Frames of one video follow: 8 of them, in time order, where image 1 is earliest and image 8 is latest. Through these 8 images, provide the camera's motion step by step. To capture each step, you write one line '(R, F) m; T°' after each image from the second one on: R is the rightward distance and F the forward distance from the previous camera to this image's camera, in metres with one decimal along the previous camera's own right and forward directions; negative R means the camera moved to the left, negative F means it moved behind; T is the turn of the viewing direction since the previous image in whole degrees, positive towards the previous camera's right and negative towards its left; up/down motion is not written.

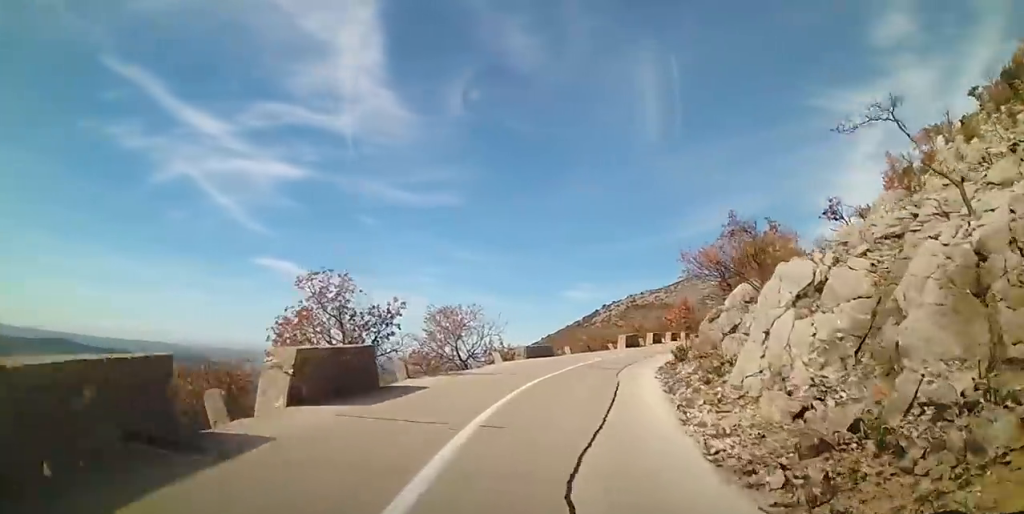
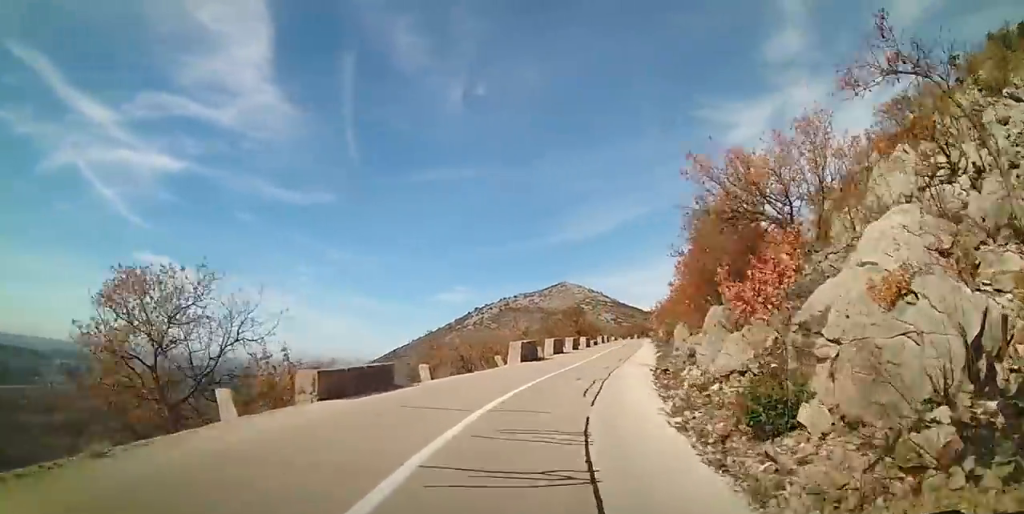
(+1.8, +12.5) m; +15°
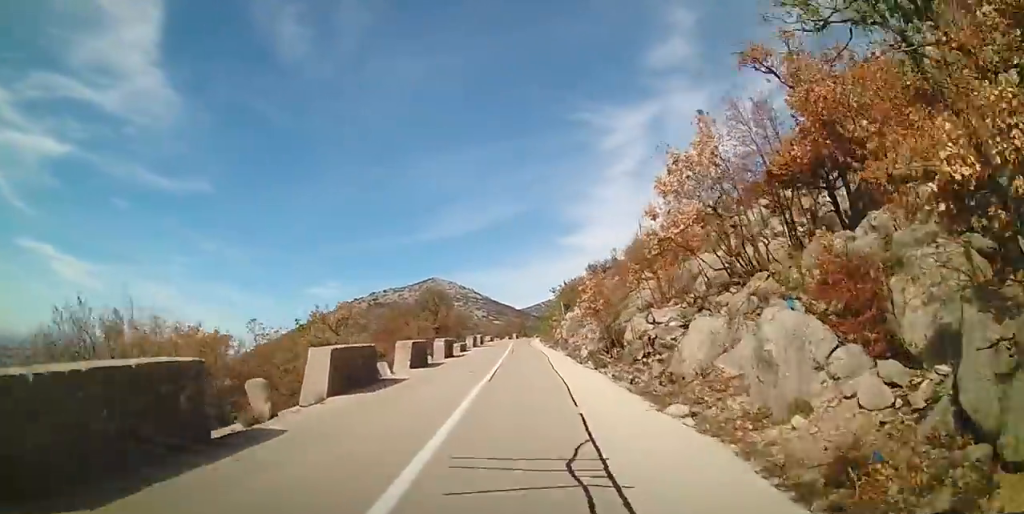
(+2.3, +20.0) m; +7°
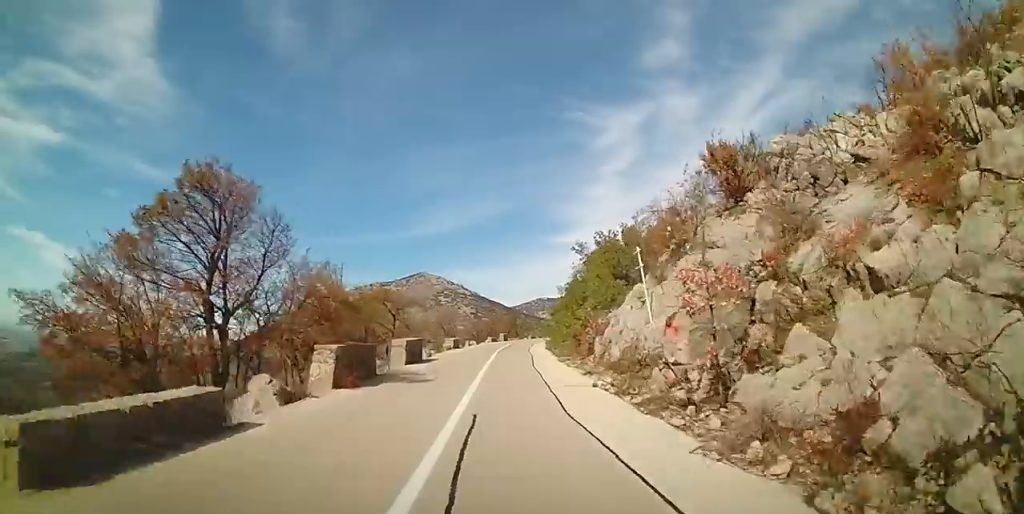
(0.0, +28.4) m; 0°
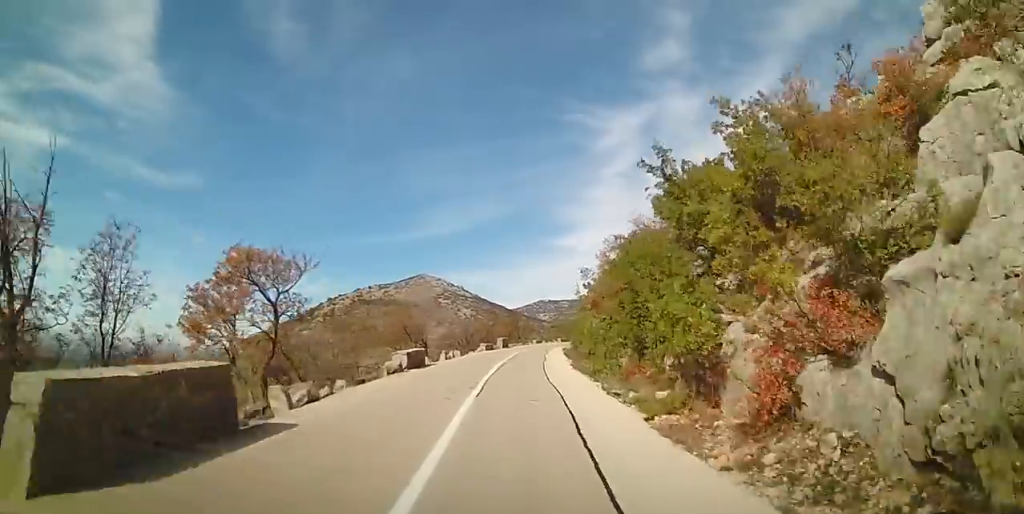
(0.0, +14.6) m; +1°
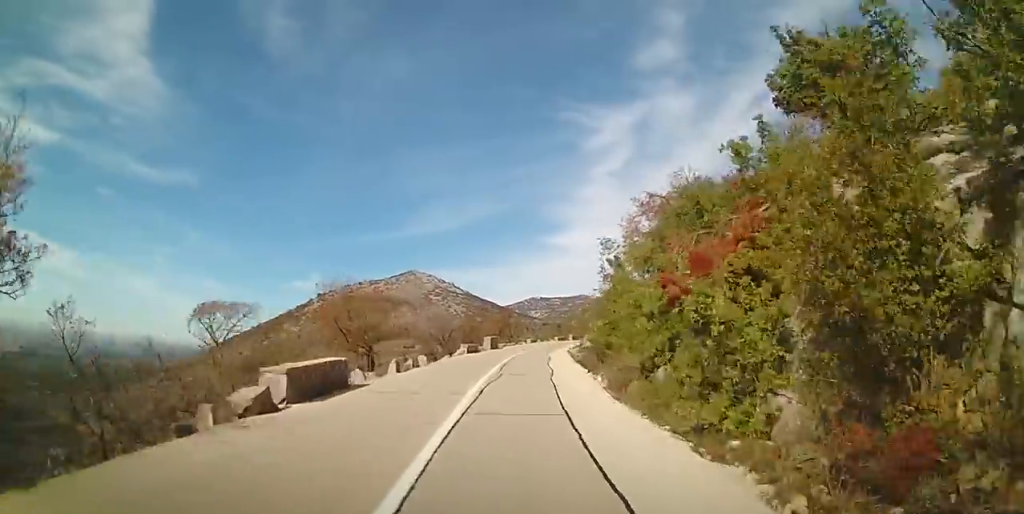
(+0.1, +9.1) m; +3°
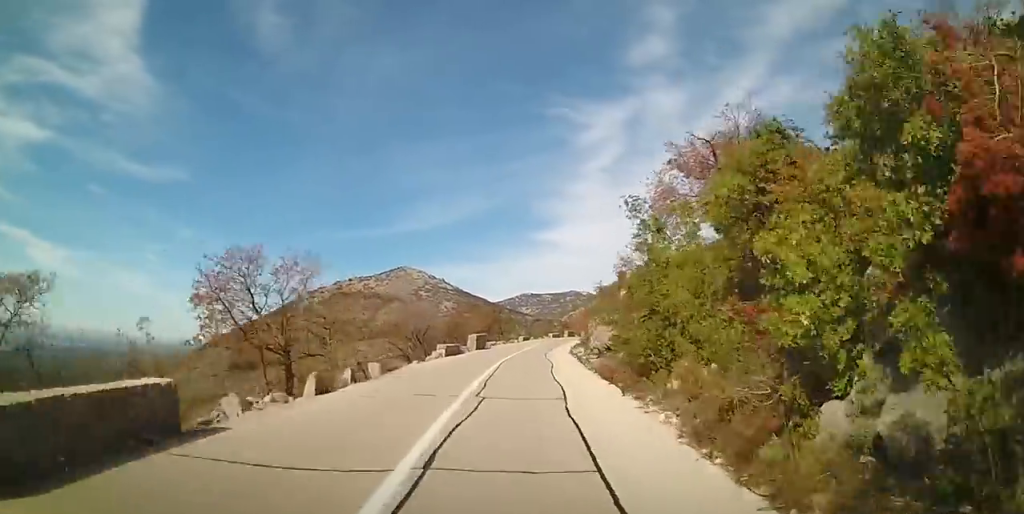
(0.0, +6.0) m; +2°
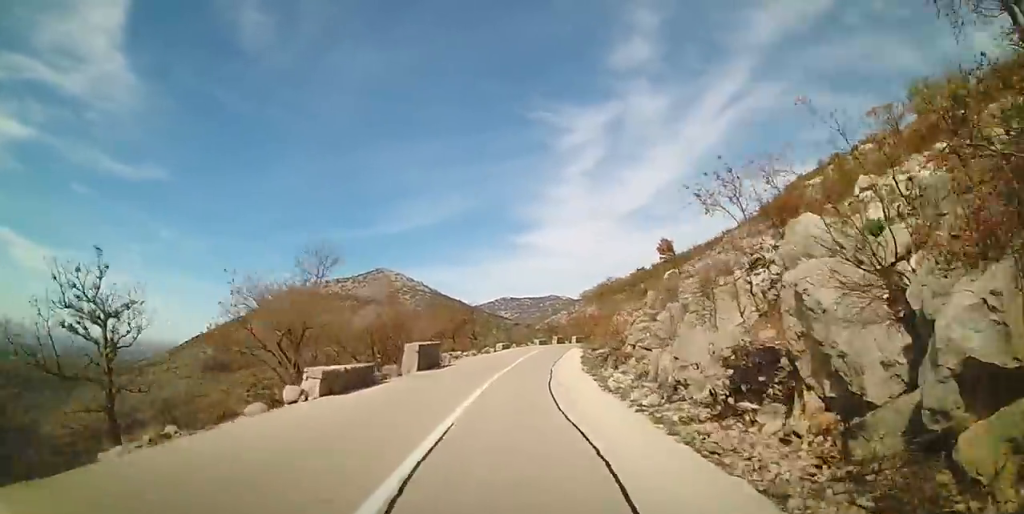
(+0.8, +13.4) m; +4°
